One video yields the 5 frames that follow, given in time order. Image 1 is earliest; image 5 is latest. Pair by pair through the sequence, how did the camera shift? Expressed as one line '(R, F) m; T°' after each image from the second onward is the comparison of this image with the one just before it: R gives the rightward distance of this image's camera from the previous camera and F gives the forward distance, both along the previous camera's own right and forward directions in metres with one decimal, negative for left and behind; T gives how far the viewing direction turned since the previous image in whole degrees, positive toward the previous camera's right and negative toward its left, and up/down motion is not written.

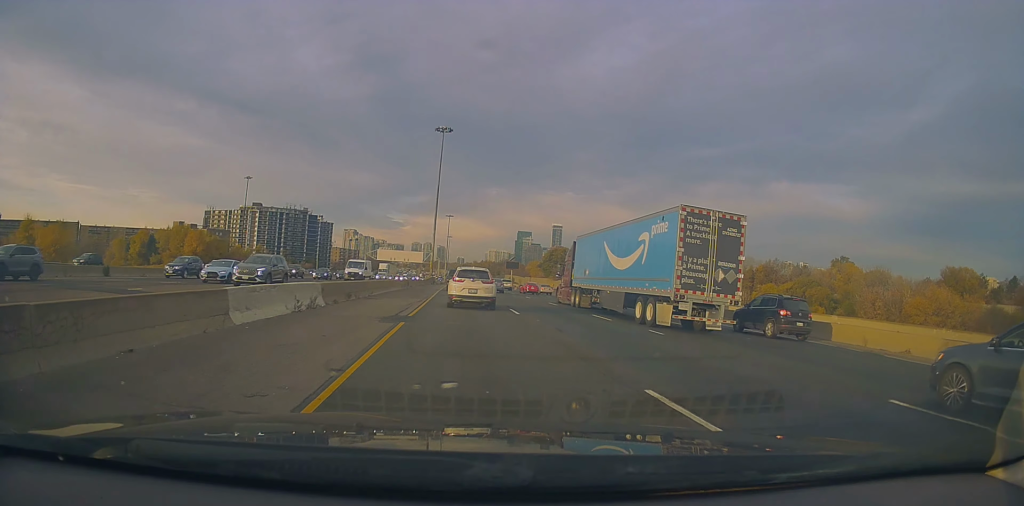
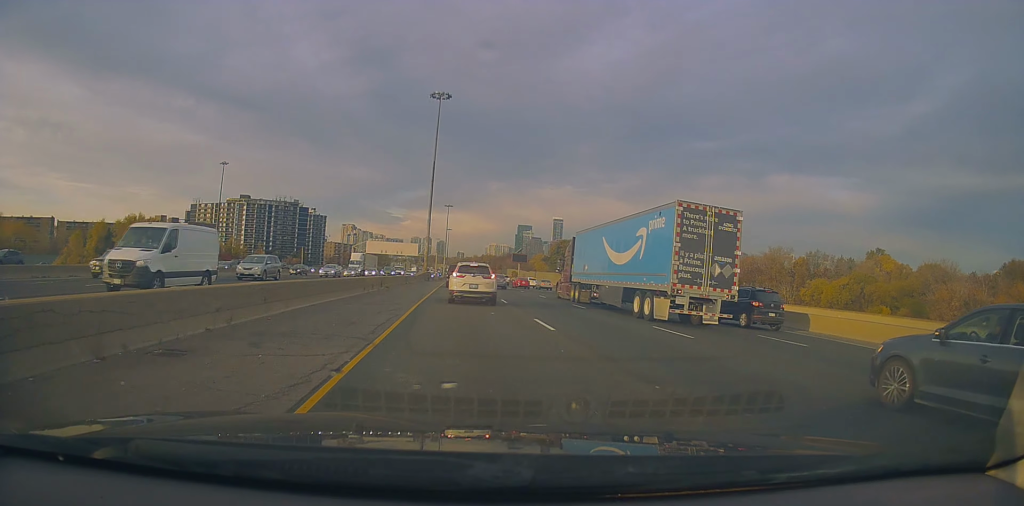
(+1.3, +18.3) m; +2°
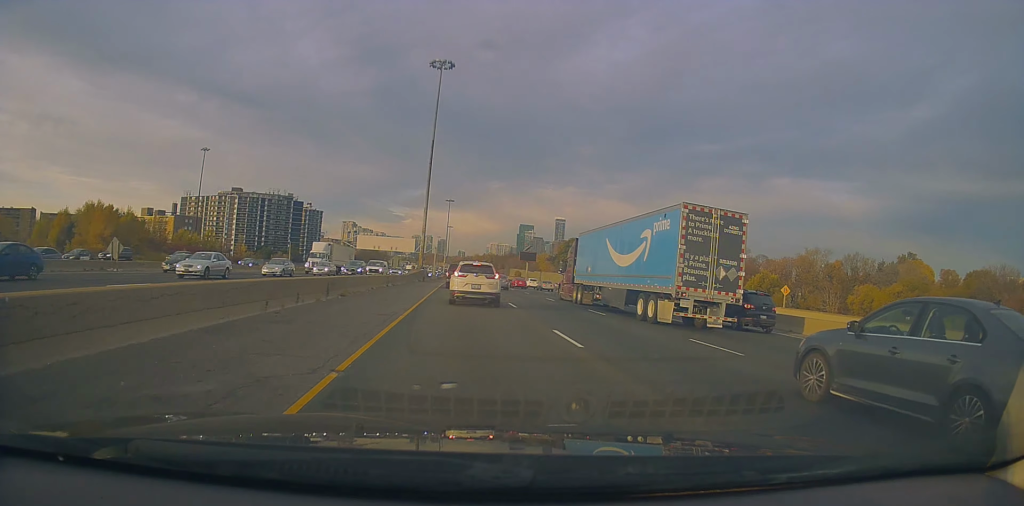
(-0.3, +14.6) m; 0°
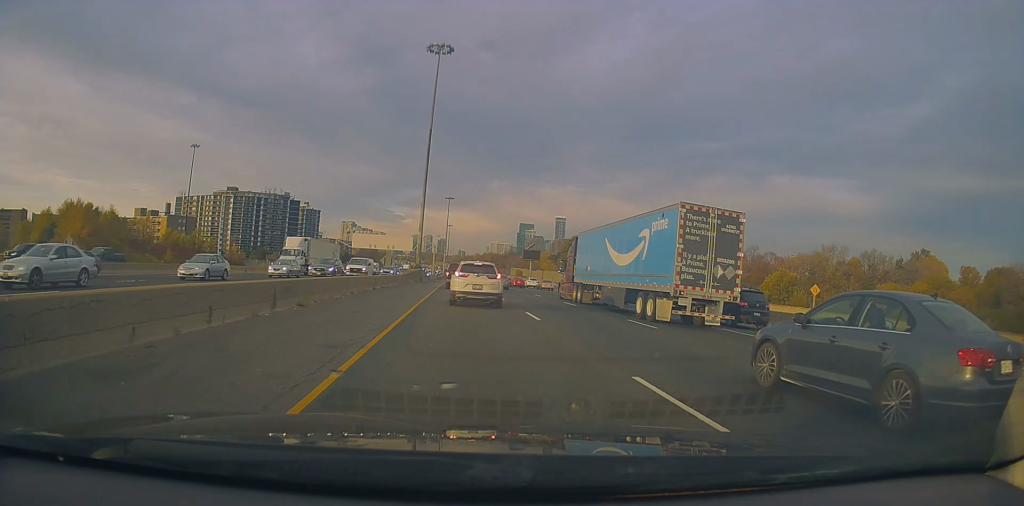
(-0.1, +6.9) m; +1°
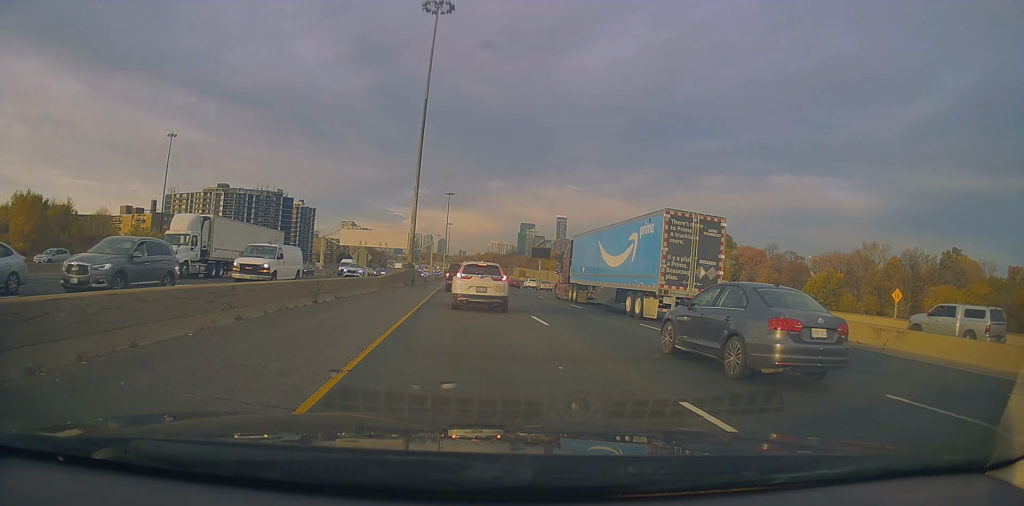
(+0.5, +14.5) m; -1°
